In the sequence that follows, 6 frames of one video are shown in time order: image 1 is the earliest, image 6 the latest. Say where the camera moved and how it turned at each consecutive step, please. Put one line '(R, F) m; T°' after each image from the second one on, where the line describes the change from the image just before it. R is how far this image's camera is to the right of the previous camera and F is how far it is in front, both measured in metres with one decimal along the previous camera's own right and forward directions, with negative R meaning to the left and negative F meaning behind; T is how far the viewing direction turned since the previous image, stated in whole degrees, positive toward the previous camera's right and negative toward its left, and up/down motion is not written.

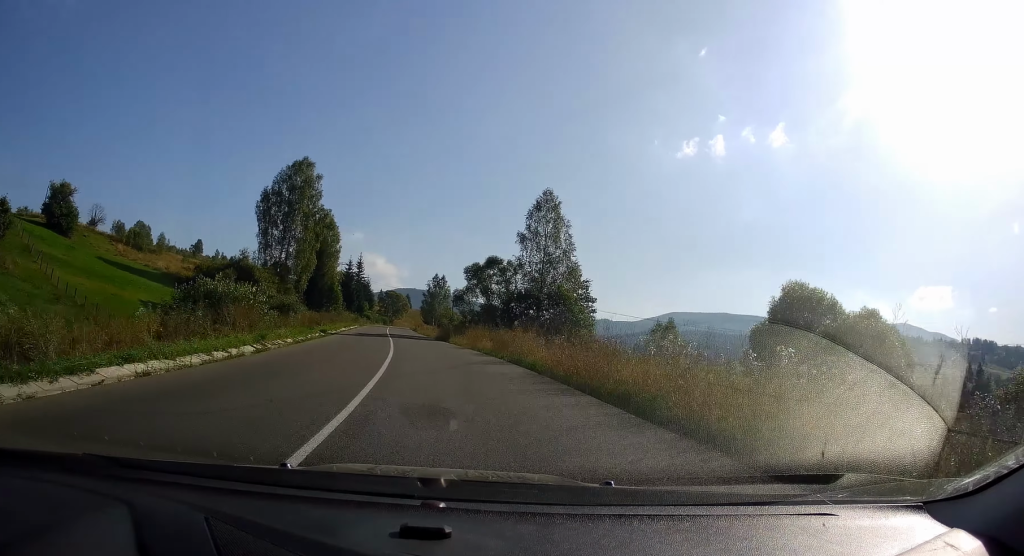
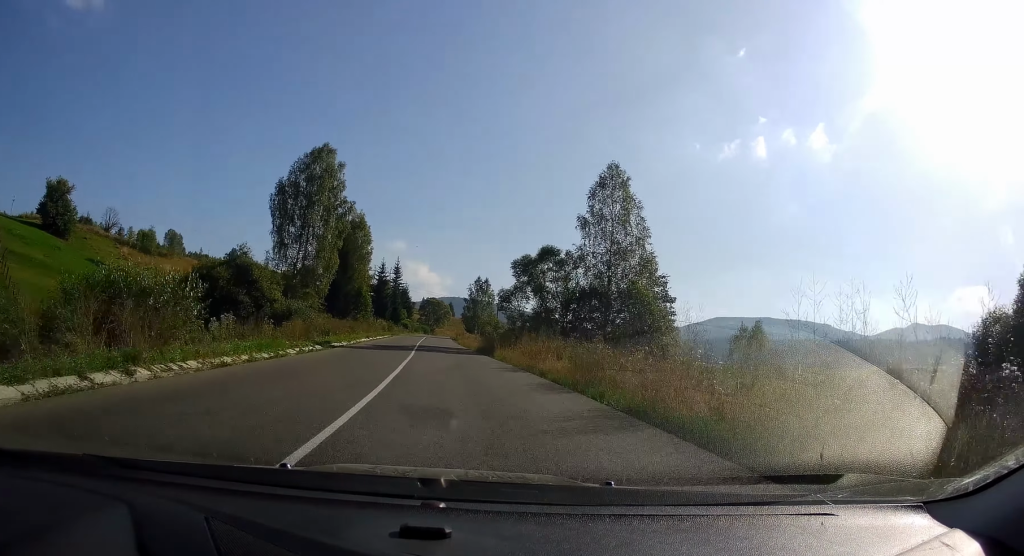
(-0.7, +12.0) m; -6°
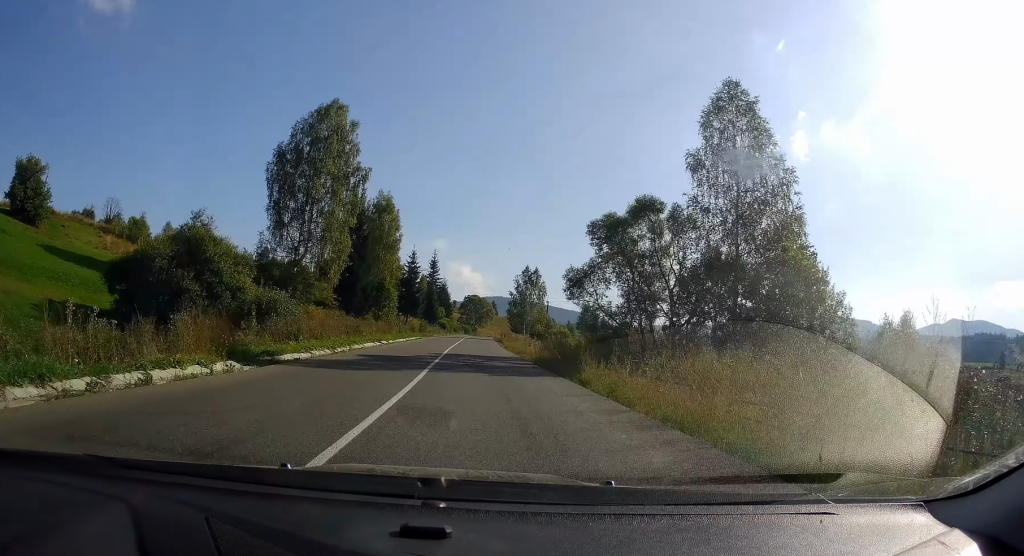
(-0.8, +16.4) m; -4°
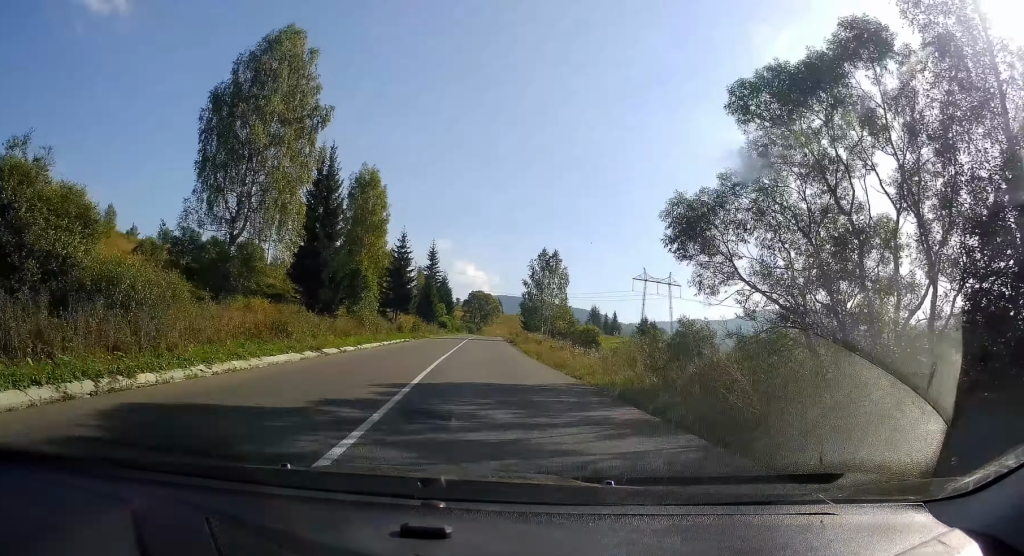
(-0.3, +17.9) m; -2°
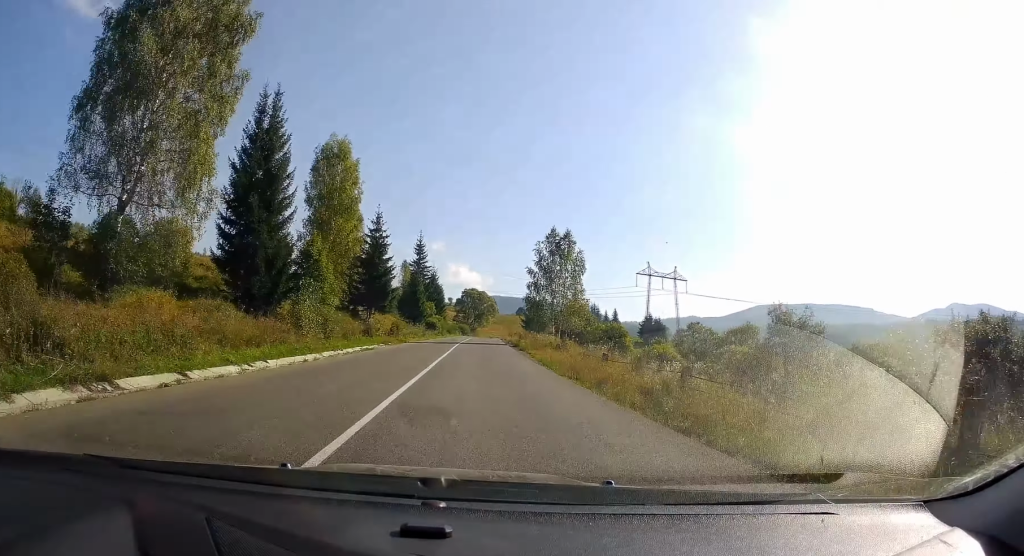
(-0.2, +14.9) m; +1°
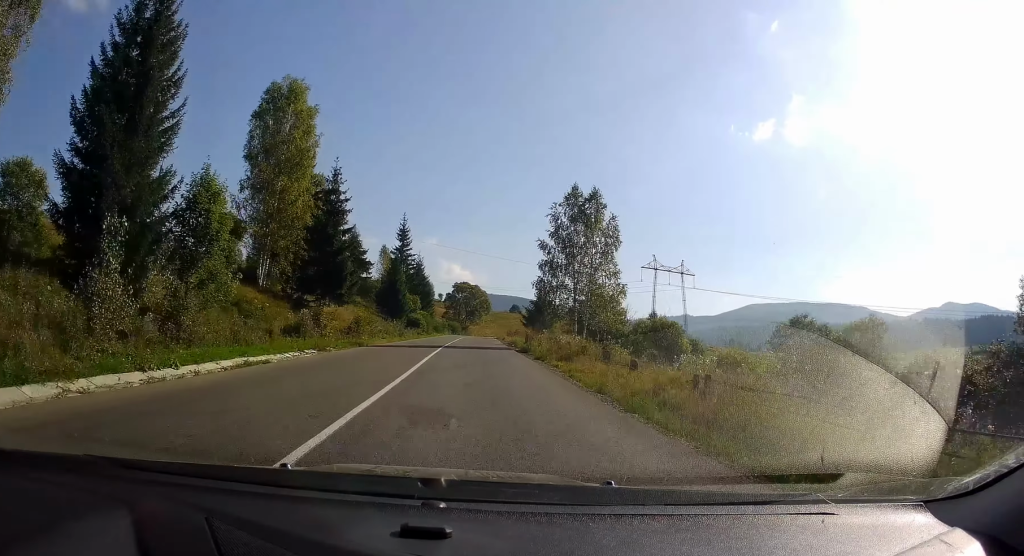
(+0.5, +17.0) m; +2°
